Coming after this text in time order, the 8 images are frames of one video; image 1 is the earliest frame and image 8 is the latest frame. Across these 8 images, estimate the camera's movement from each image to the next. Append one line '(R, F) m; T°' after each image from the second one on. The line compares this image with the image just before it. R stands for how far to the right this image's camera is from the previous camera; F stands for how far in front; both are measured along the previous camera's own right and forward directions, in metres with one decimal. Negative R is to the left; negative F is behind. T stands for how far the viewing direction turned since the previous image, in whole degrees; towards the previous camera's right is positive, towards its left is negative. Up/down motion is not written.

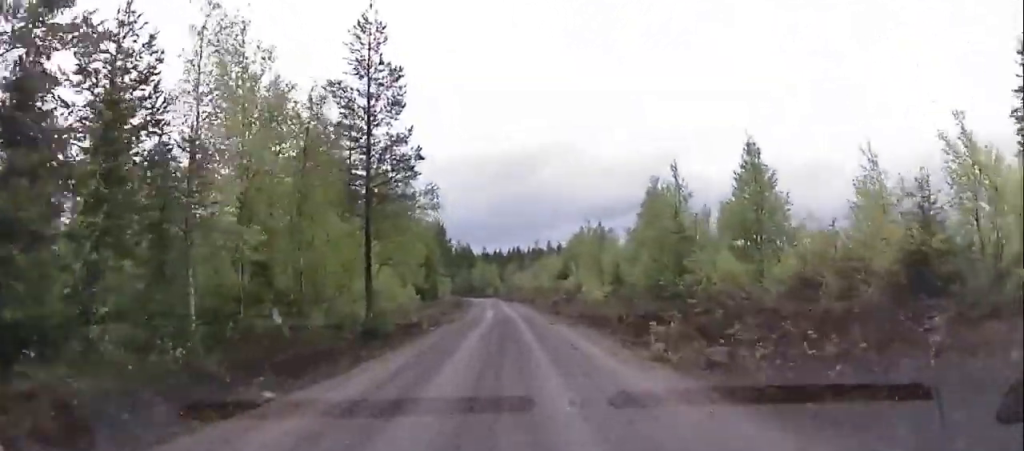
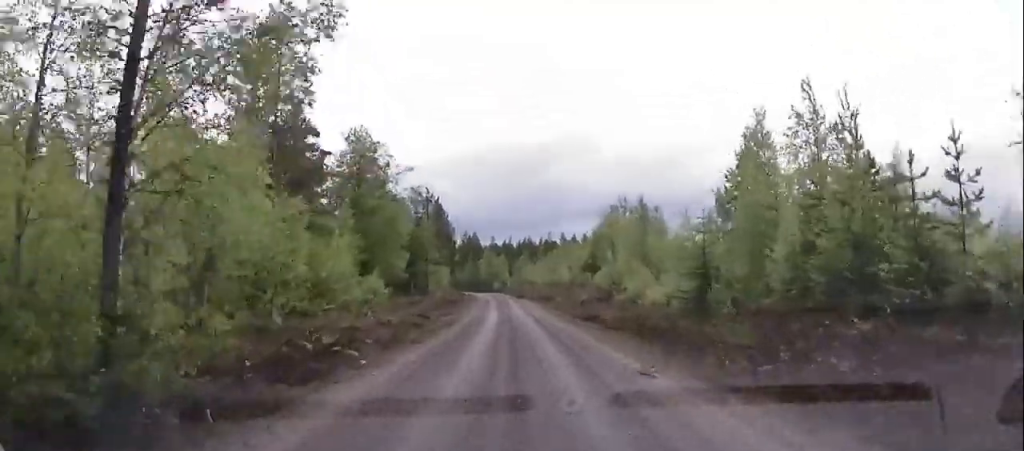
(+0.1, +15.9) m; +1°
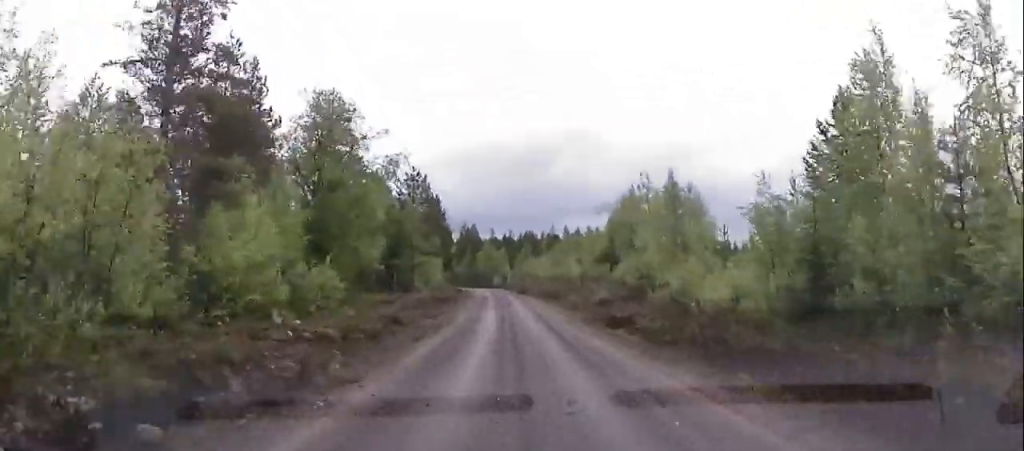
(0.0, +8.9) m; 0°
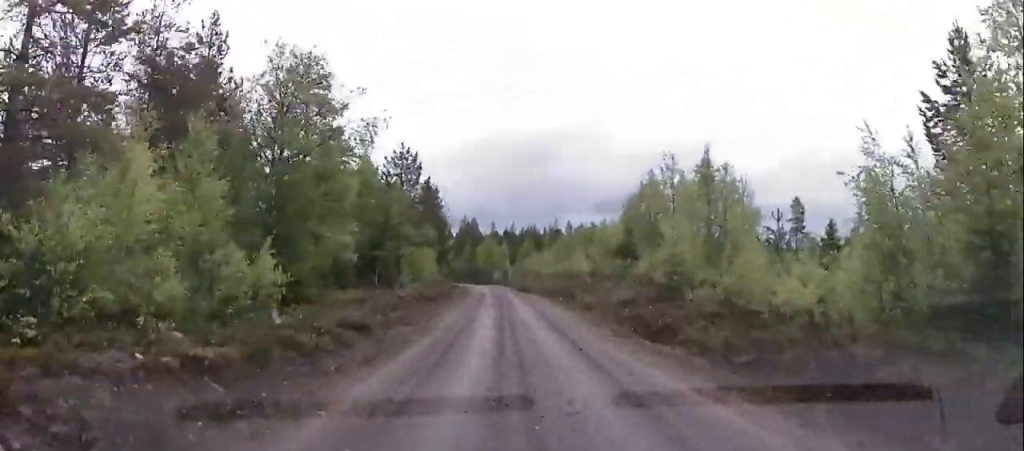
(0.0, +6.3) m; 0°
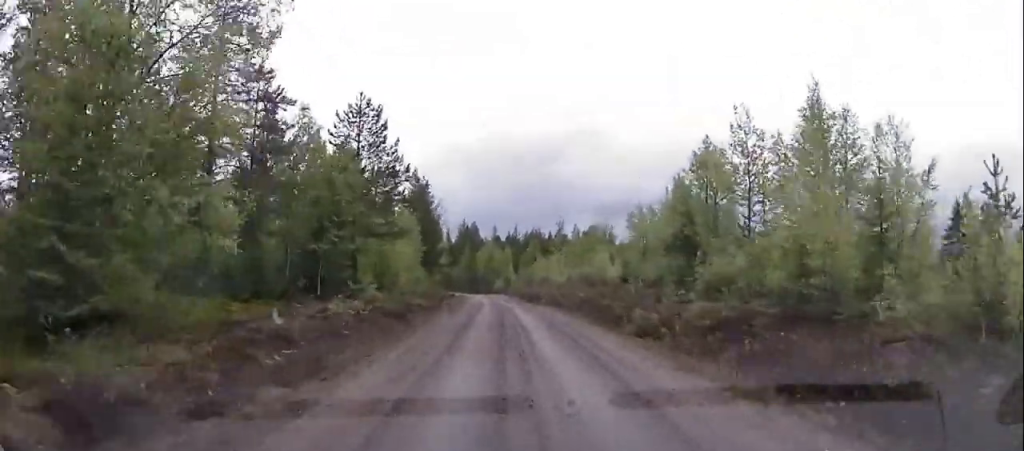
(0.0, +12.5) m; -1°
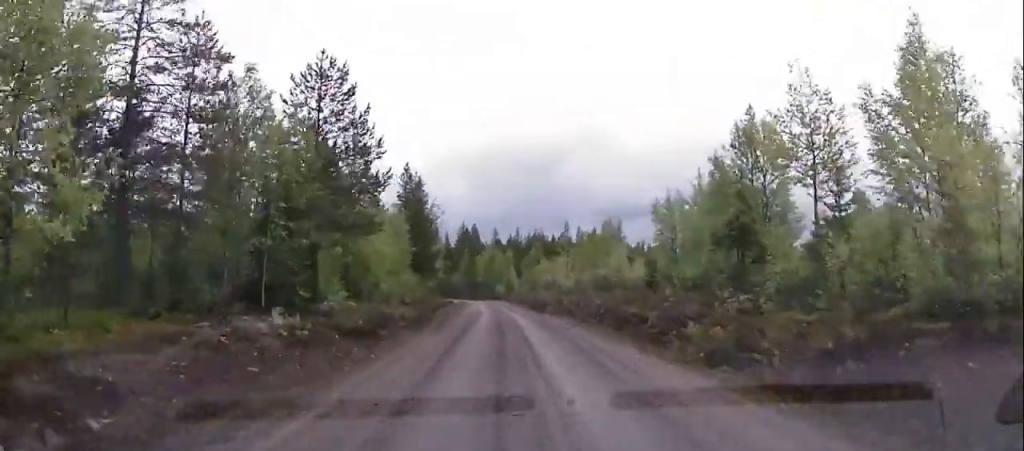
(+0.1, +6.2) m; -1°
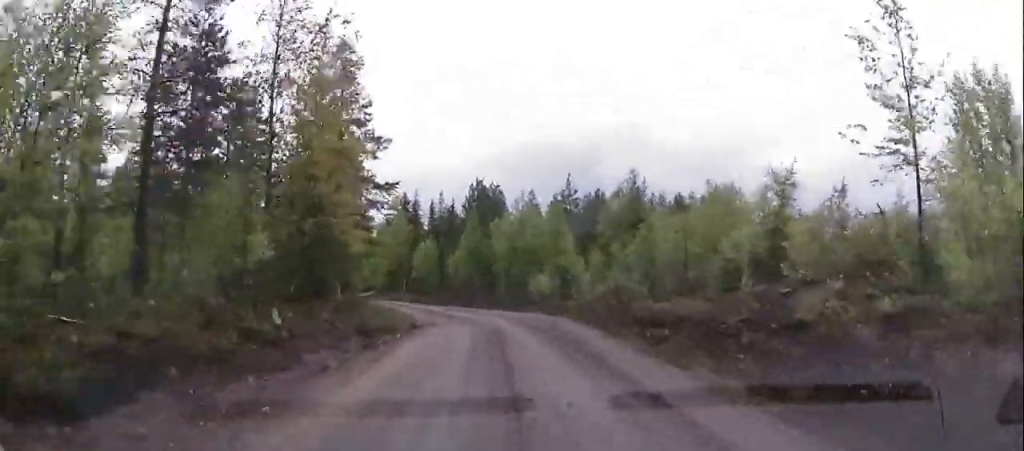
(-1.7, +54.5) m; -2°
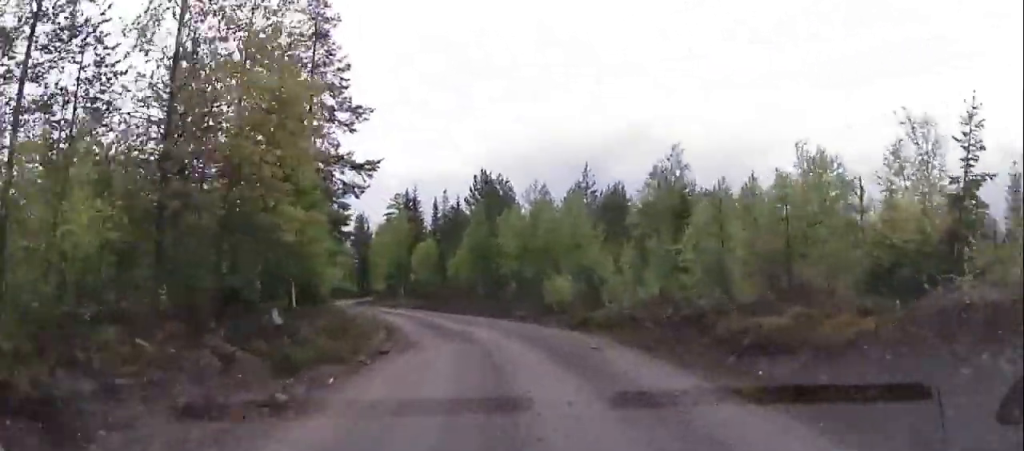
(0.0, +8.0) m; 0°
